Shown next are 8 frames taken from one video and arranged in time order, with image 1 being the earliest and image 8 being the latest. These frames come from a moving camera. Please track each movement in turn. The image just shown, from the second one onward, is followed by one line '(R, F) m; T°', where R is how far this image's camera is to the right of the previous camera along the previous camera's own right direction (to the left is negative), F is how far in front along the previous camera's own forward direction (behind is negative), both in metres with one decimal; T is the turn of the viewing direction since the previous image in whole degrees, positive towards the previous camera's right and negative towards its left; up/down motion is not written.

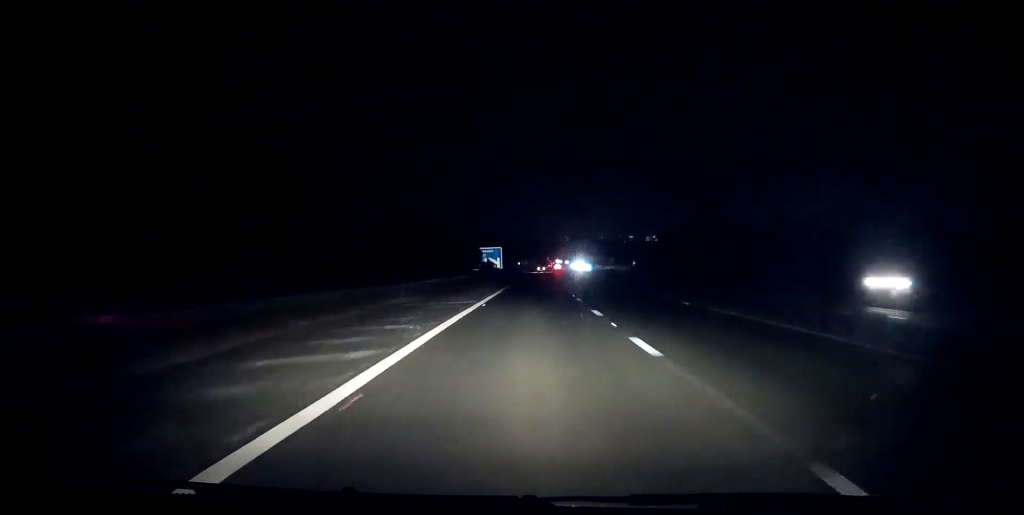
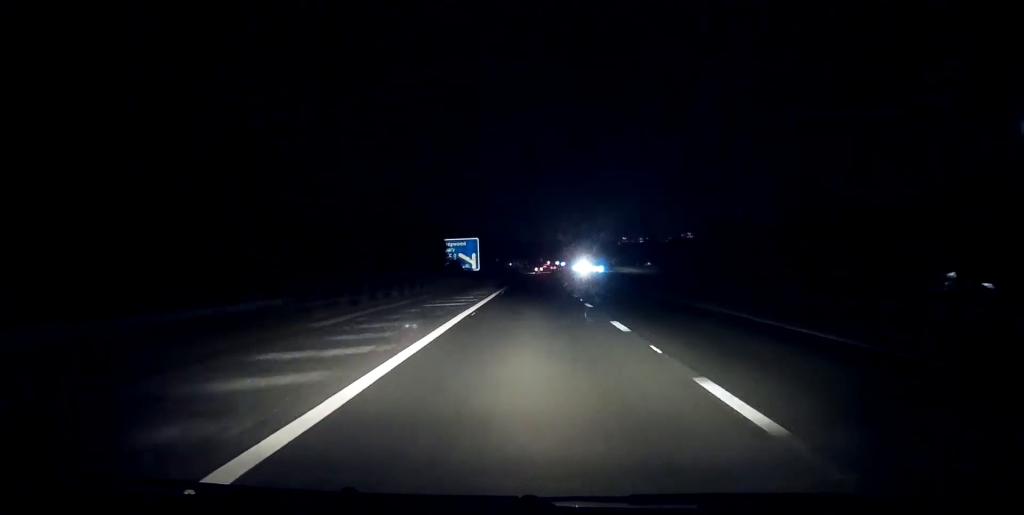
(+0.1, +40.7) m; +1°
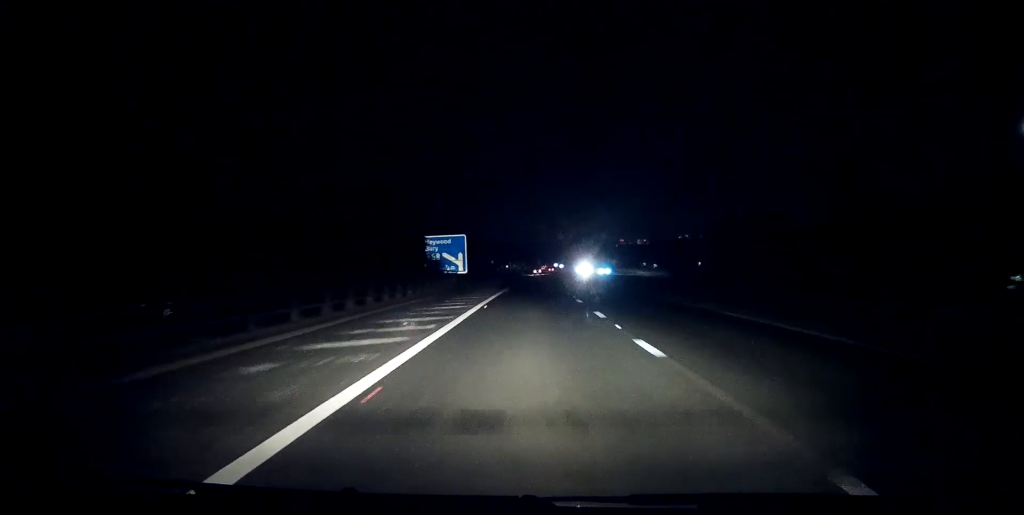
(0.0, +12.9) m; 0°
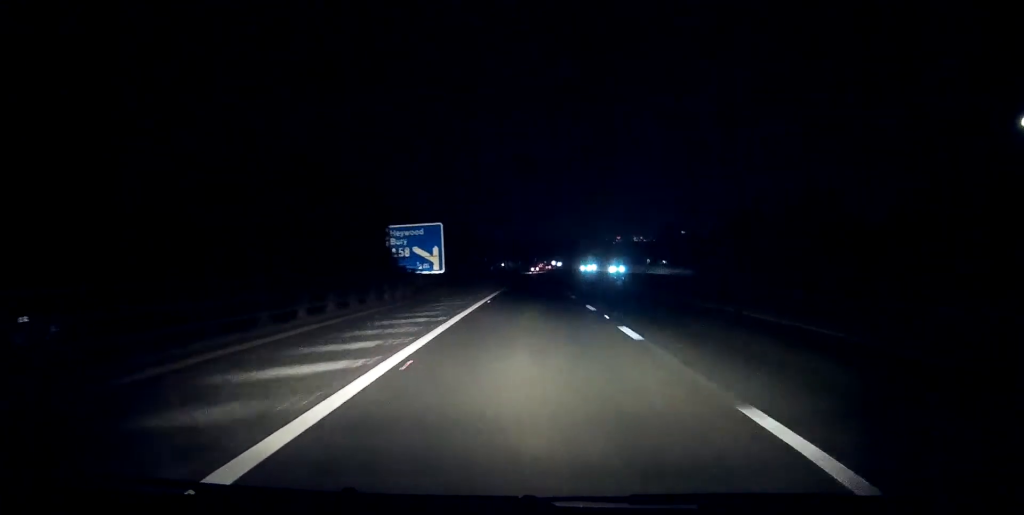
(0.0, +15.8) m; 0°
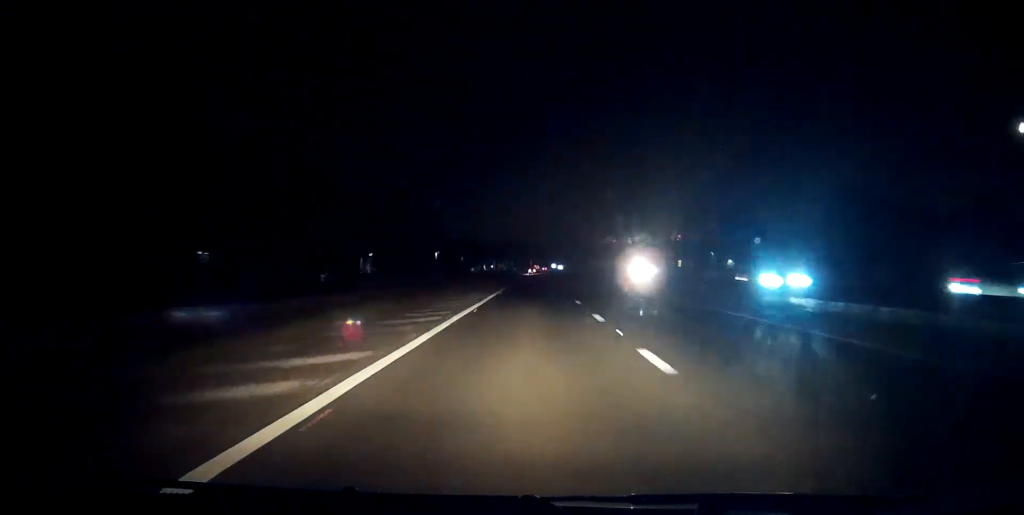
(+0.3, +58.1) m; 0°
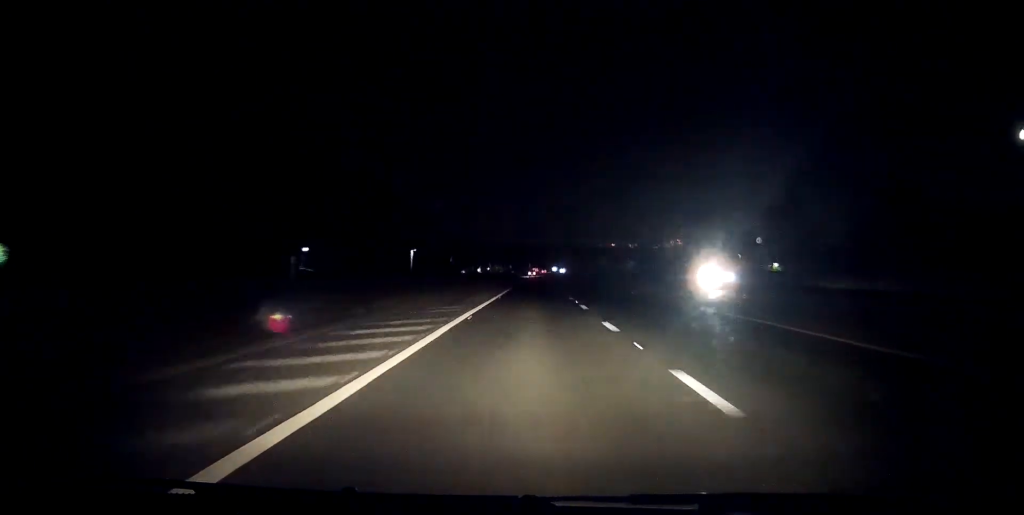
(0.0, +20.4) m; 0°
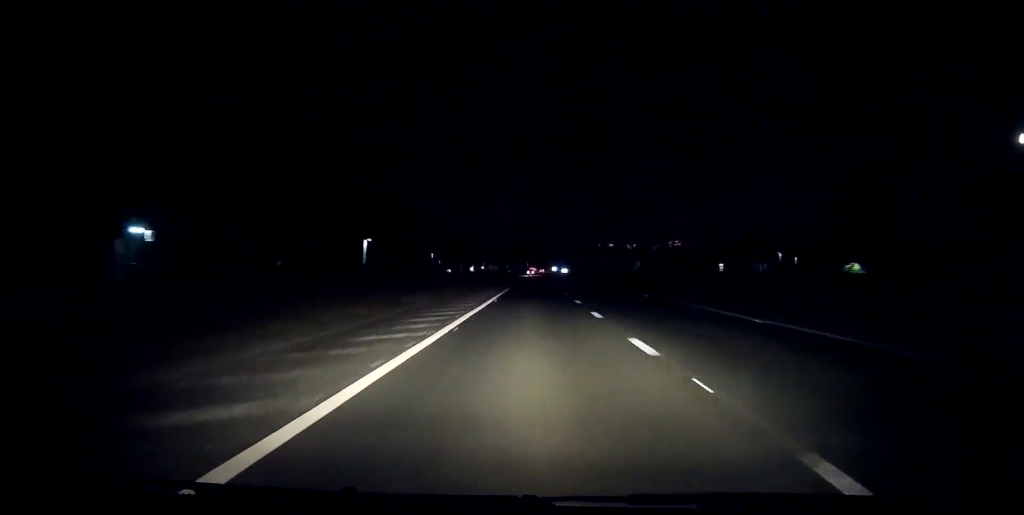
(0.0, +22.5) m; 0°
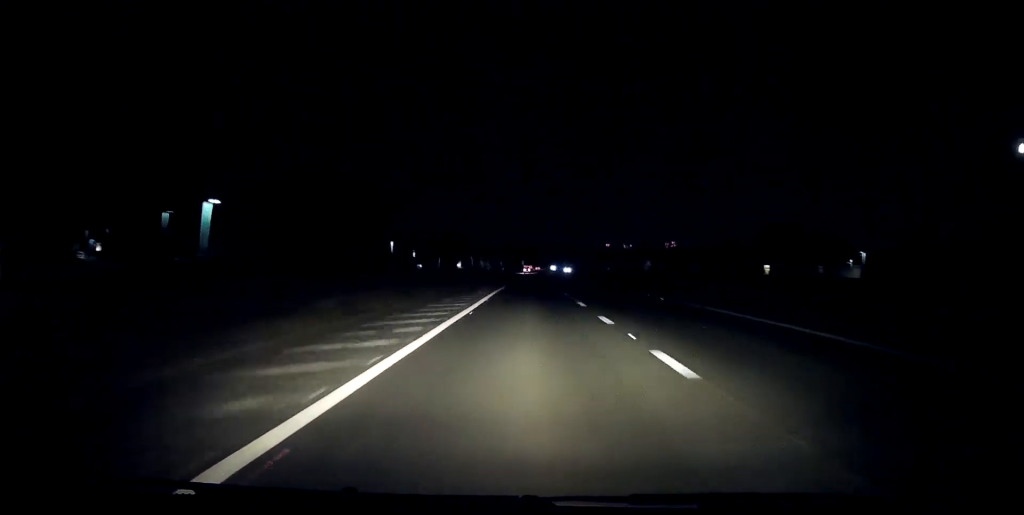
(+0.2, +29.8) m; 0°
